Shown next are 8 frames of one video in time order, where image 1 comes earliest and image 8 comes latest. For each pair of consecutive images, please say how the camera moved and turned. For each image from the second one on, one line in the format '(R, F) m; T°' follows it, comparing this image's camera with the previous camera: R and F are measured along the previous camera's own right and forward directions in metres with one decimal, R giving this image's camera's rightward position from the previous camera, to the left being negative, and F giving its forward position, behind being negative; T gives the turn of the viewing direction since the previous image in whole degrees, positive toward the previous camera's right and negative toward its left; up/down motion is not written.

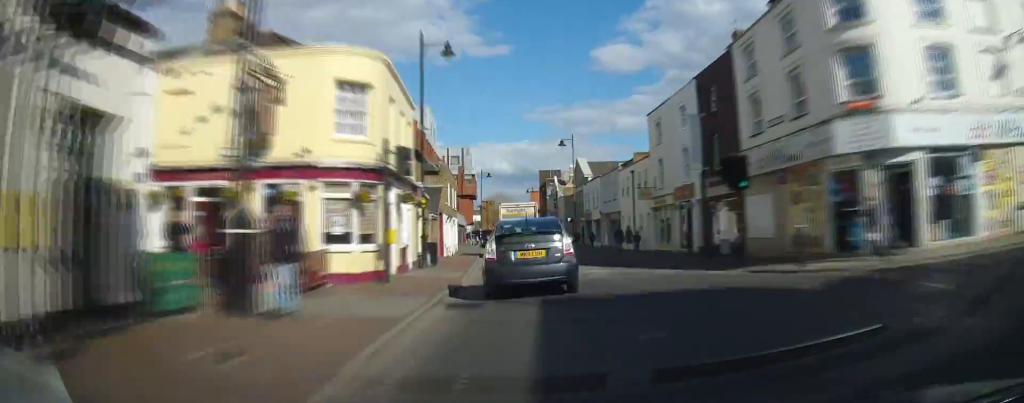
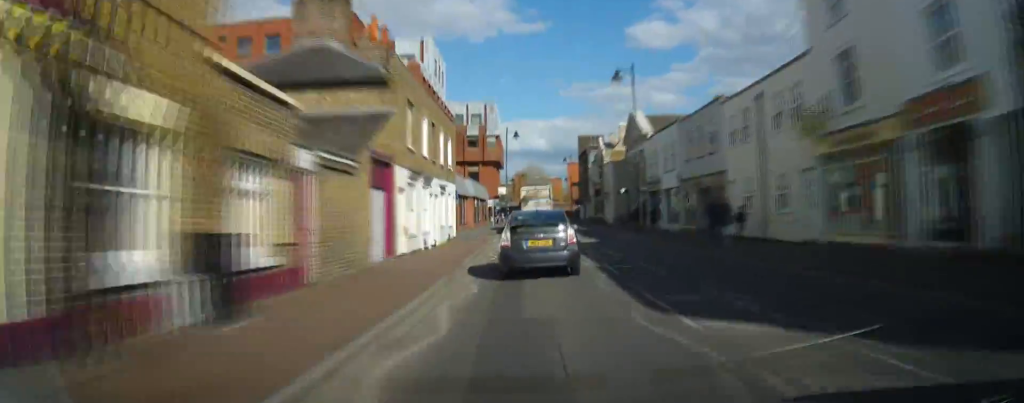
(0.0, +17.3) m; 0°
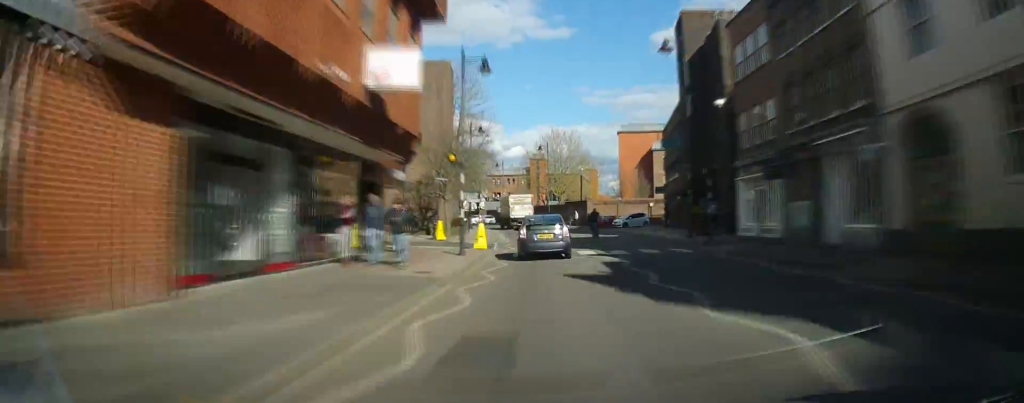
(-0.2, +66.6) m; 0°
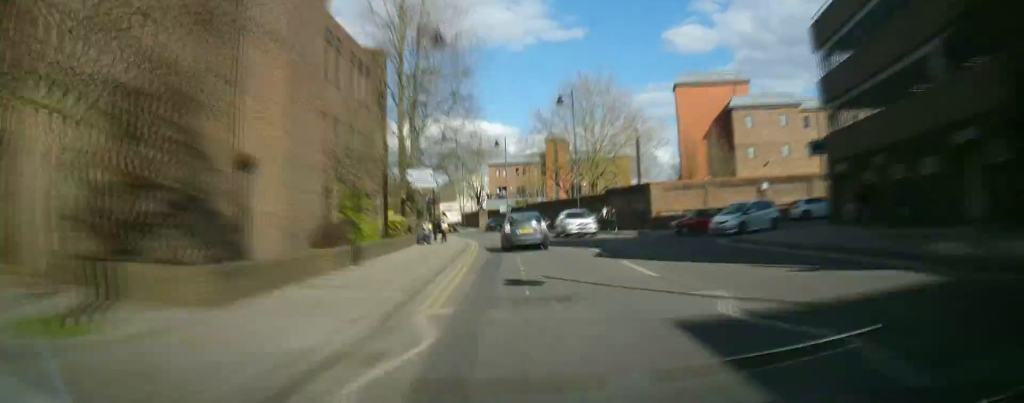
(+0.1, +32.2) m; -3°
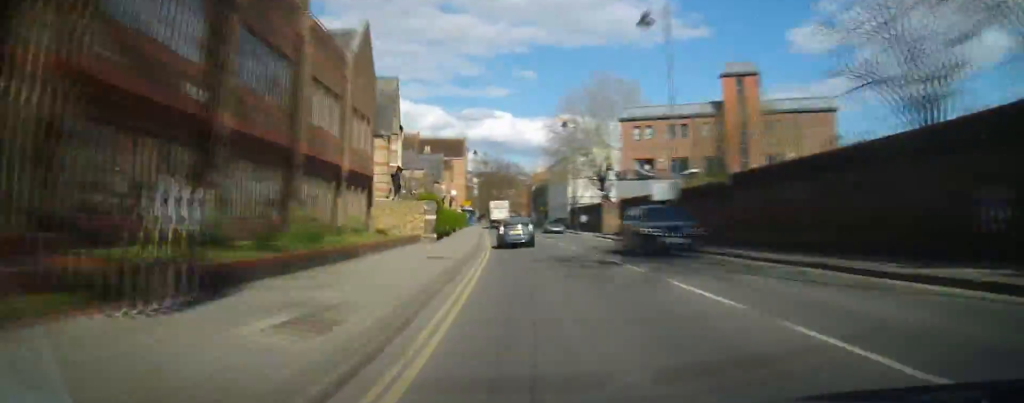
(-2.9, +44.0) m; -10°
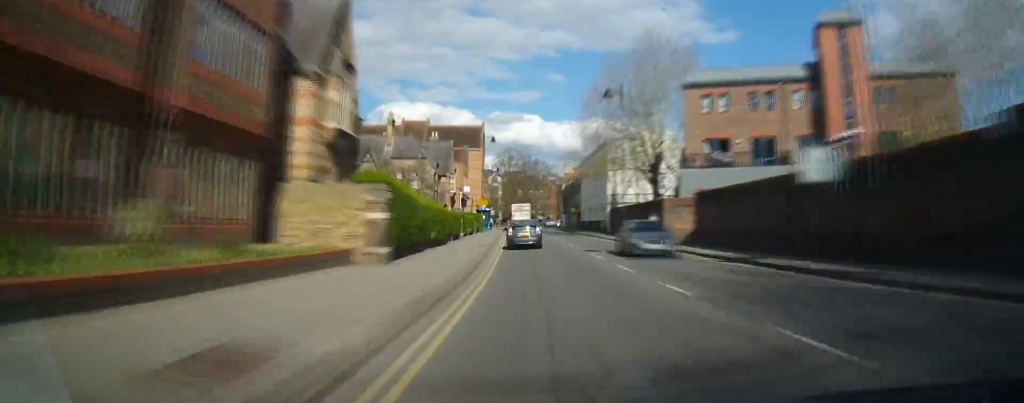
(-1.1, +16.3) m; -2°
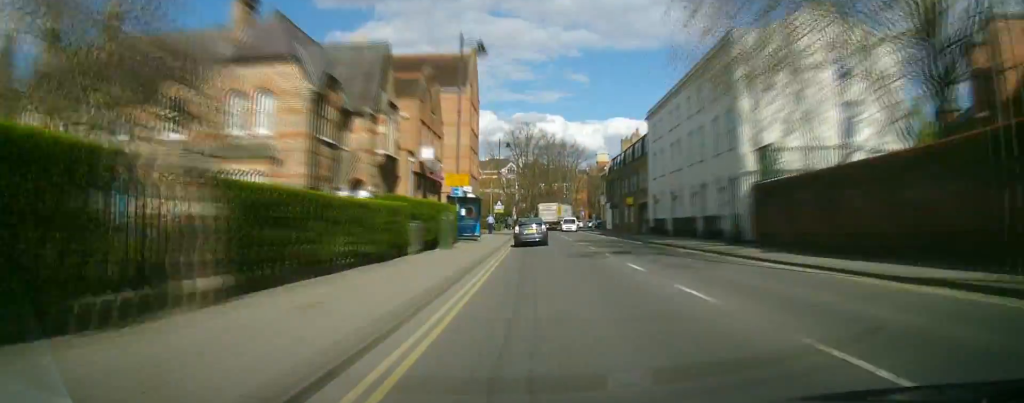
(-1.5, +37.9) m; -1°
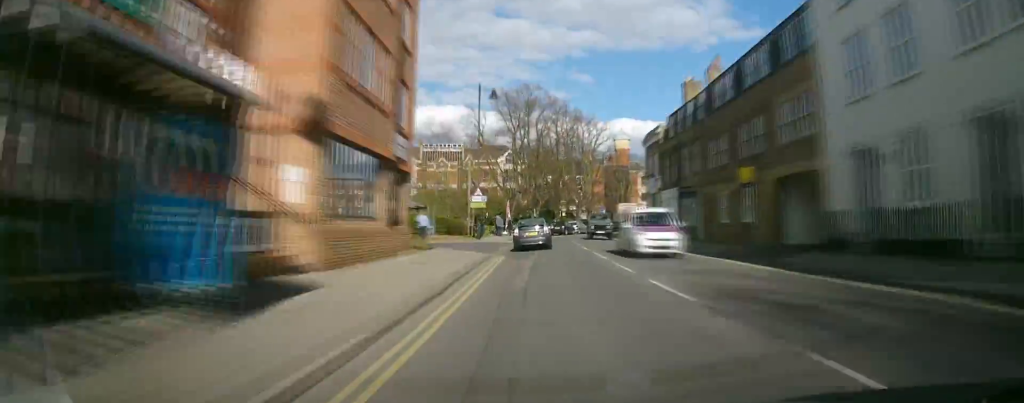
(-0.3, +31.2) m; +2°
